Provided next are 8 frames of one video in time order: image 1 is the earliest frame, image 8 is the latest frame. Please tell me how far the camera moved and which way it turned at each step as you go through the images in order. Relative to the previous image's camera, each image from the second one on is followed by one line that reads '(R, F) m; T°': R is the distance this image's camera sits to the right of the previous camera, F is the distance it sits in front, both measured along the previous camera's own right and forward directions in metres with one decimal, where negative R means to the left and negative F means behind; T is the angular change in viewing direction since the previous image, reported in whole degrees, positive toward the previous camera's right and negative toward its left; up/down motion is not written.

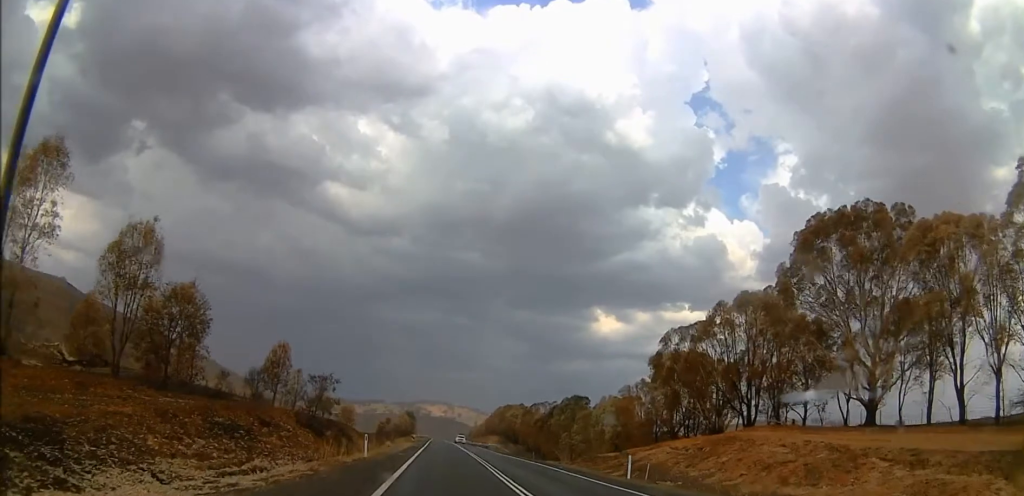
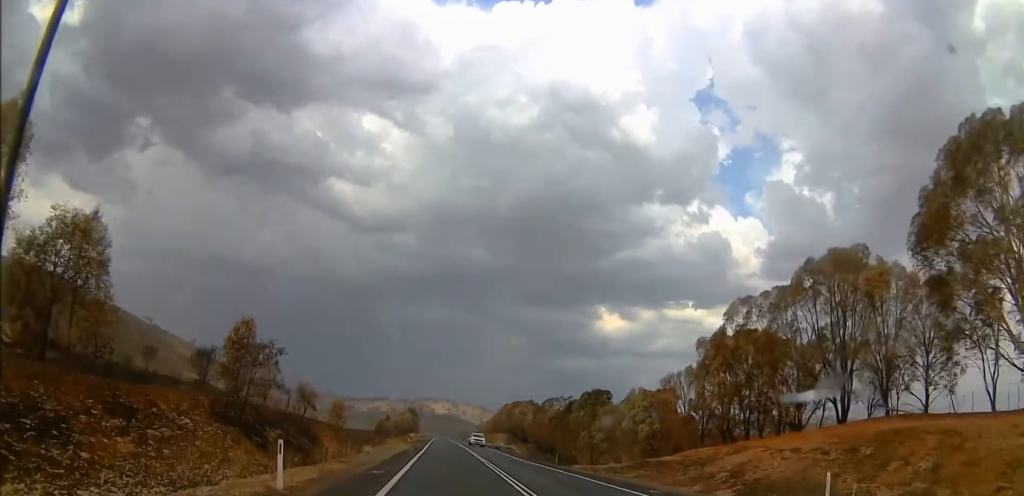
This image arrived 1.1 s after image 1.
(+0.6, +15.5) m; -1°
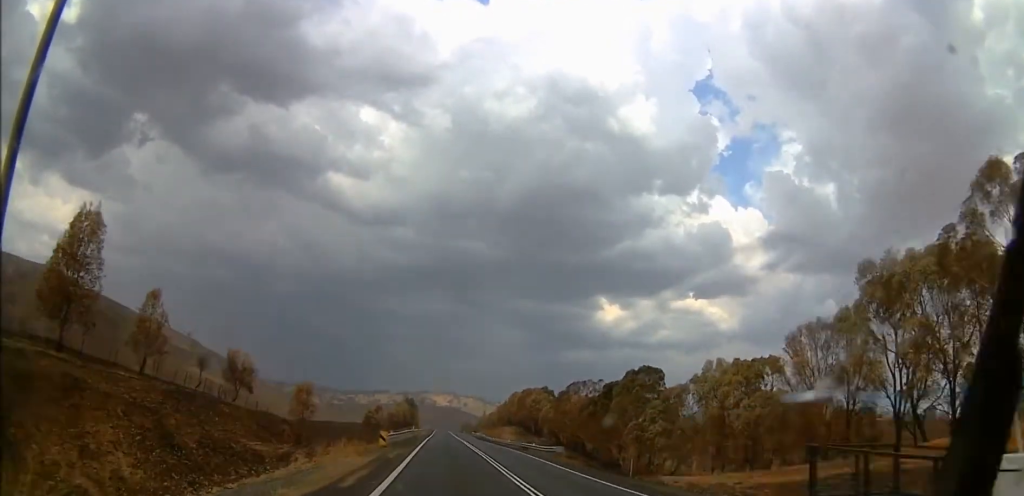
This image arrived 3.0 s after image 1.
(-1.7, +29.9) m; -1°
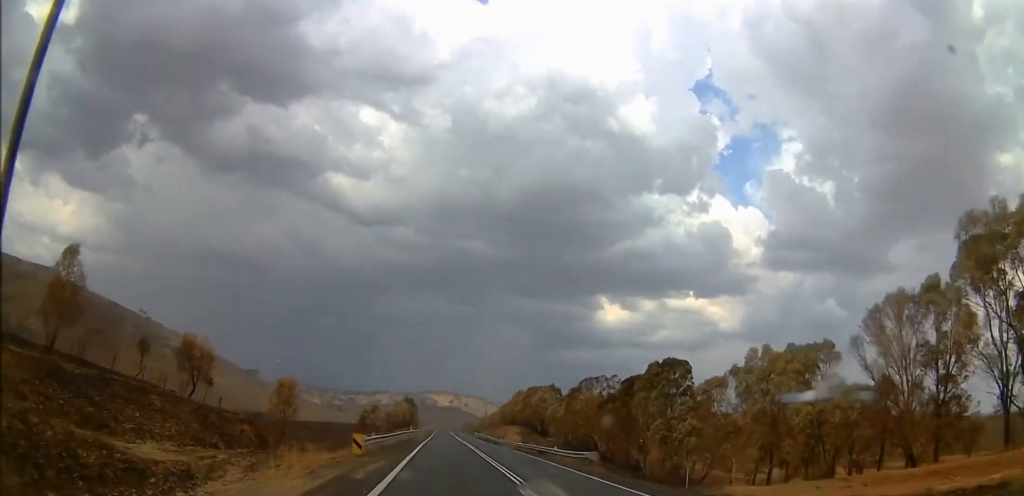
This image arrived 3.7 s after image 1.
(+0.3, +10.4) m; +2°
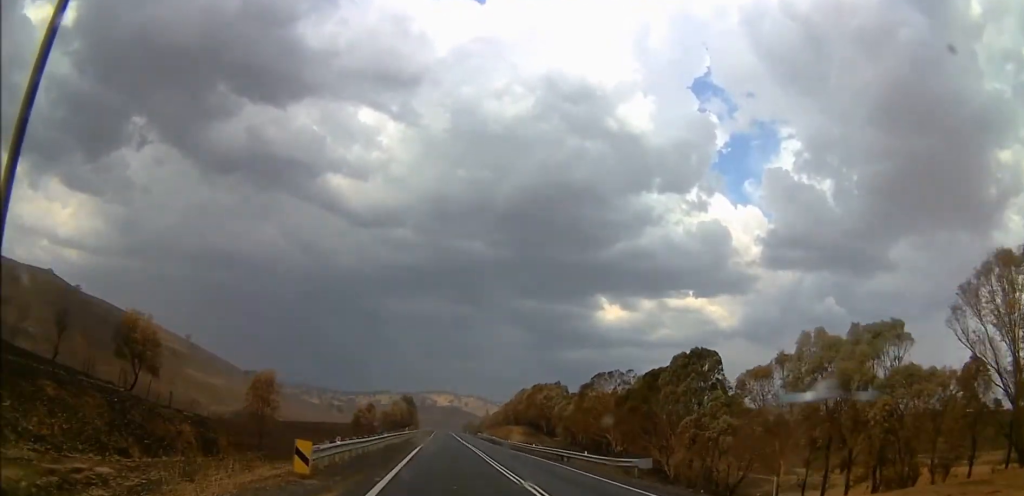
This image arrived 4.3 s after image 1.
(+0.2, +9.4) m; 0°
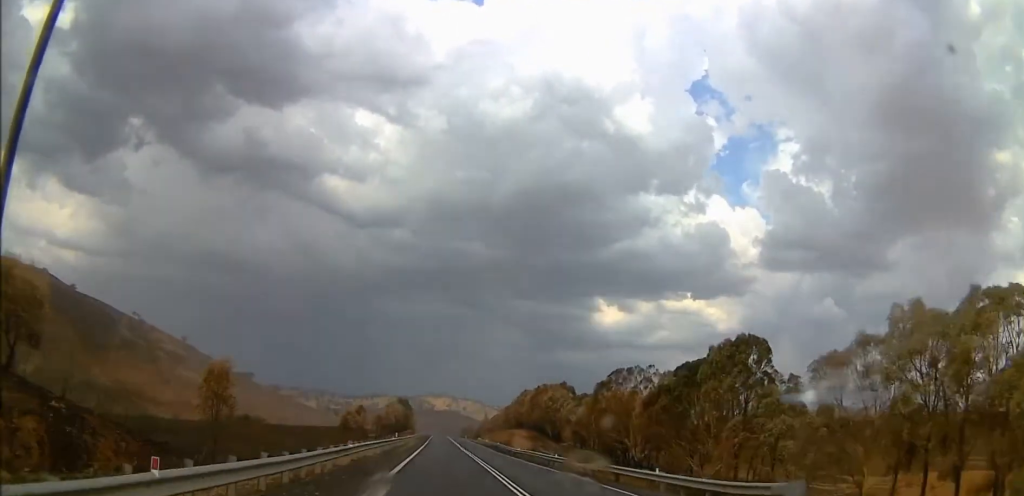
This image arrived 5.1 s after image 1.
(-0.2, +12.1) m; 0°
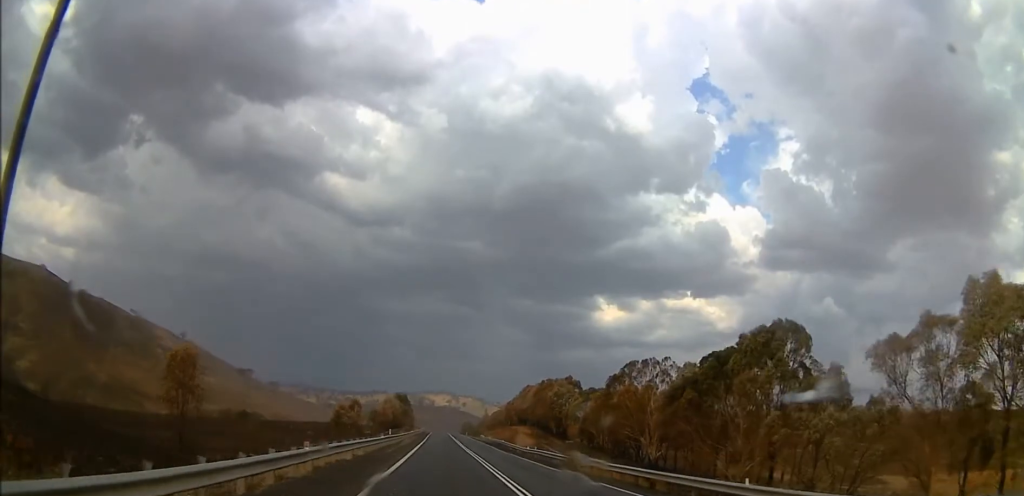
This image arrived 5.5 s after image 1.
(-0.2, +6.9) m; 0°
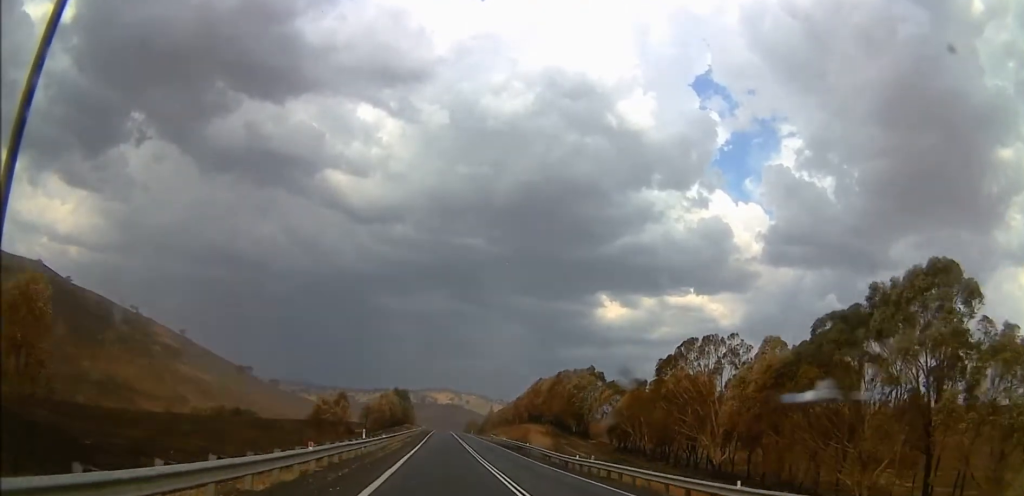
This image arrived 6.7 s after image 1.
(+0.7, +19.3) m; +1°
